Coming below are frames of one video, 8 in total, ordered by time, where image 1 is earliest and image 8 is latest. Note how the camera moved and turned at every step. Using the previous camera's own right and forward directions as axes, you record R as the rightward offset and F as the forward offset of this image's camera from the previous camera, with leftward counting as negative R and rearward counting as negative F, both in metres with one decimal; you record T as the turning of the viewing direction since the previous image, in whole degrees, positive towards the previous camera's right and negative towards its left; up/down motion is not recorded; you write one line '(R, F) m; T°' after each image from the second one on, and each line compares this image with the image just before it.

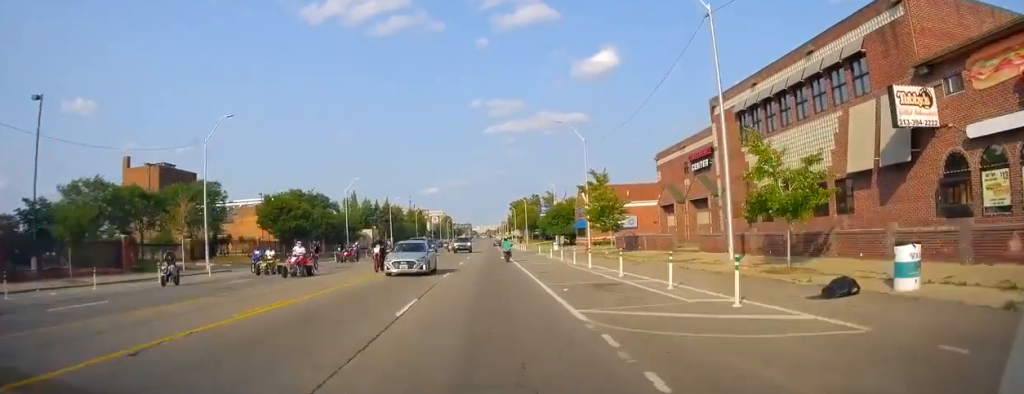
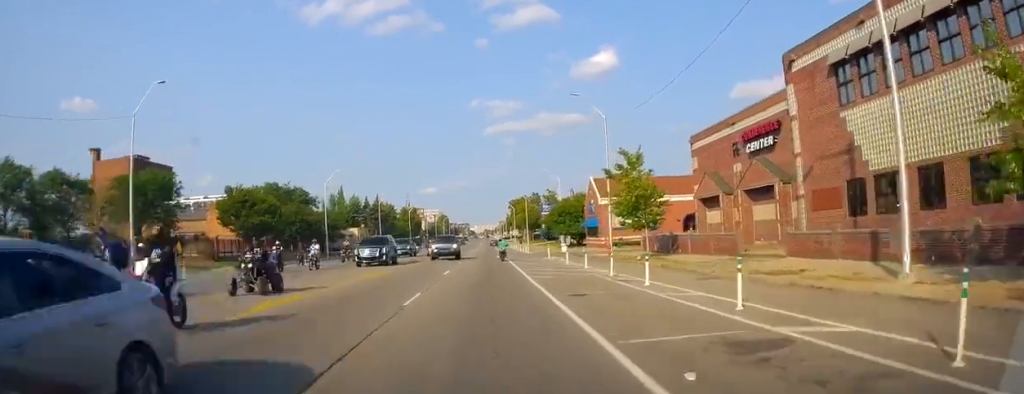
(-0.3, +10.2) m; 0°
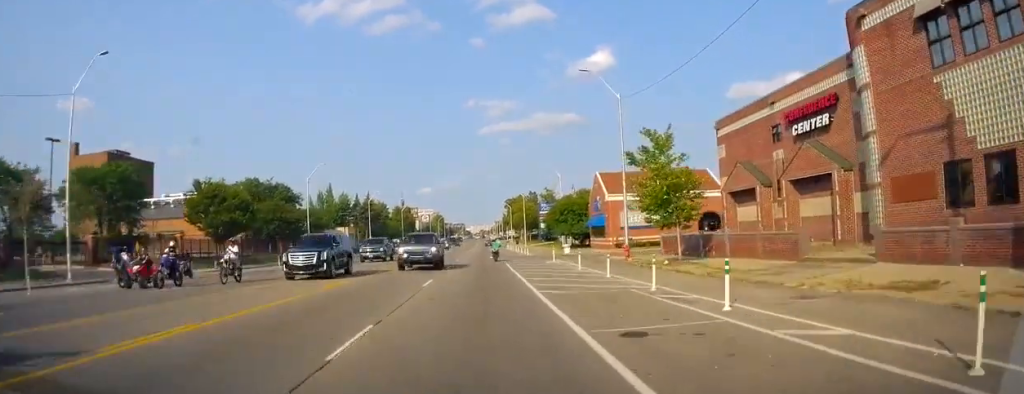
(+0.3, +6.1) m; 0°
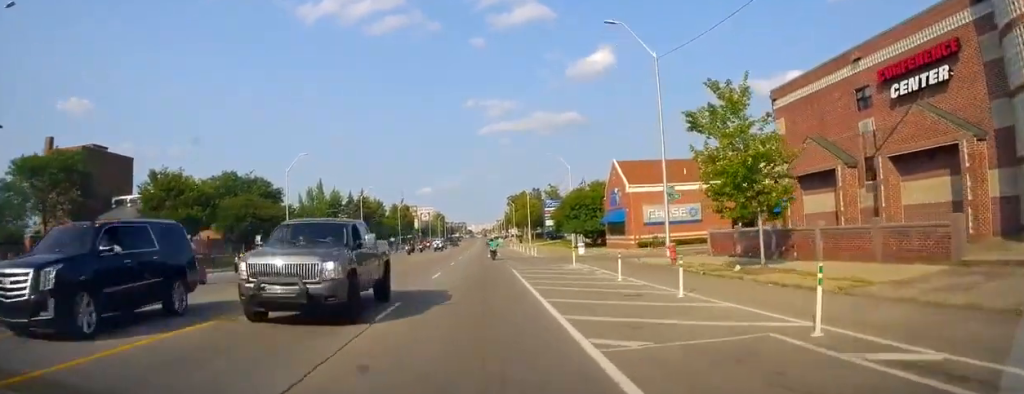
(+0.1, +8.1) m; 0°
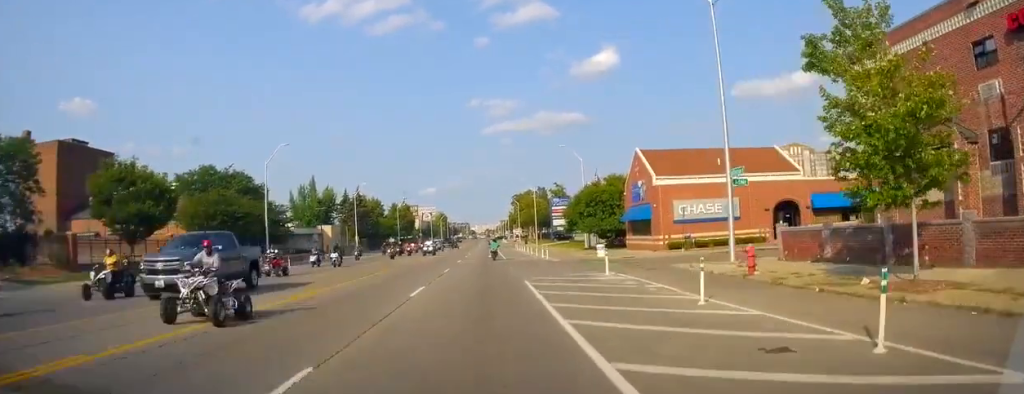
(-0.2, +7.3) m; 0°
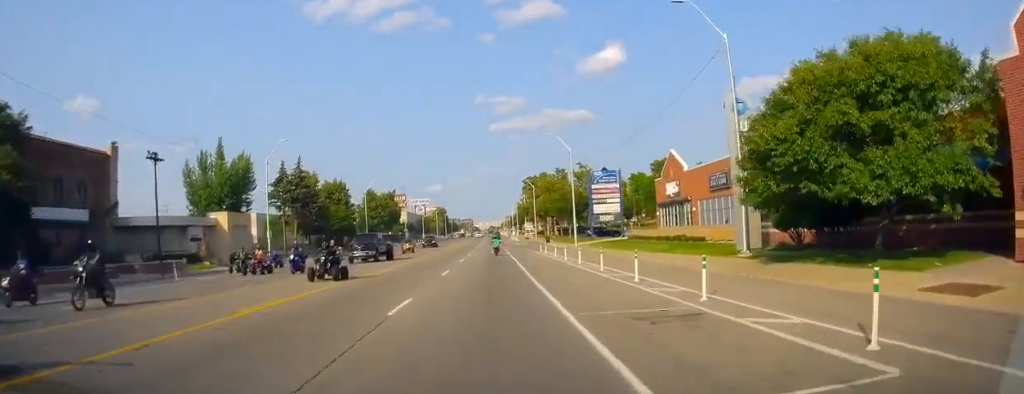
(+0.4, +40.4) m; -1°
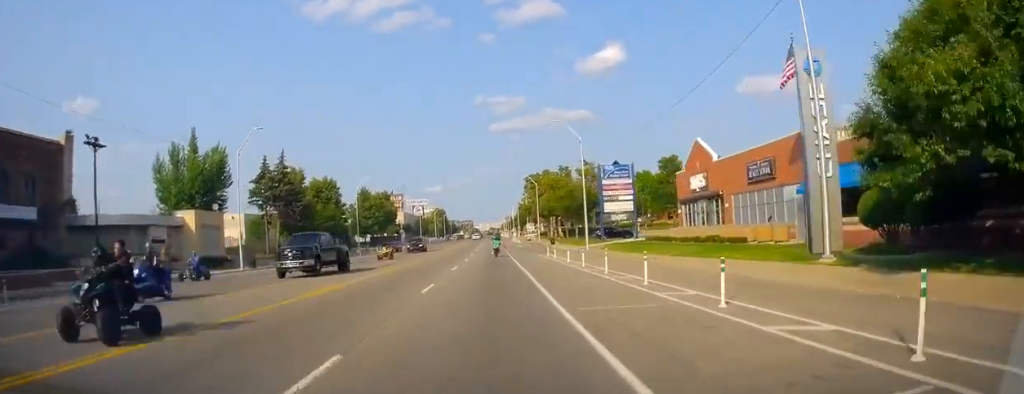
(+0.2, +6.8) m; -1°
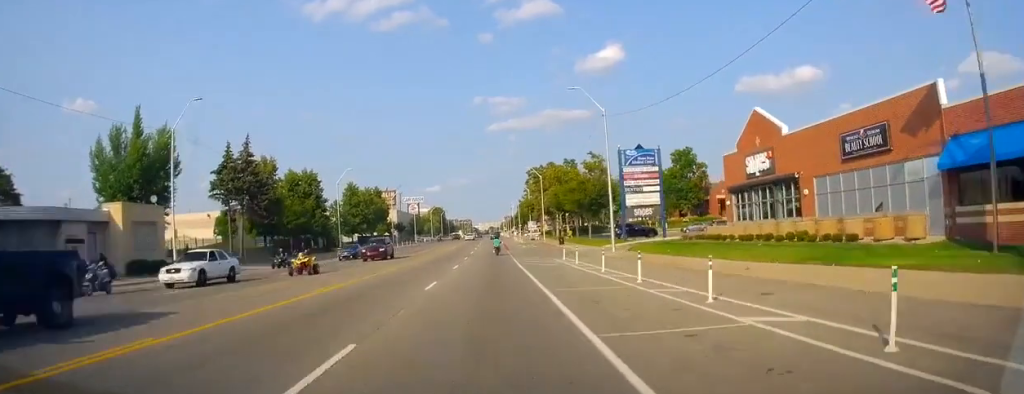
(-0.2, +11.2) m; 0°
